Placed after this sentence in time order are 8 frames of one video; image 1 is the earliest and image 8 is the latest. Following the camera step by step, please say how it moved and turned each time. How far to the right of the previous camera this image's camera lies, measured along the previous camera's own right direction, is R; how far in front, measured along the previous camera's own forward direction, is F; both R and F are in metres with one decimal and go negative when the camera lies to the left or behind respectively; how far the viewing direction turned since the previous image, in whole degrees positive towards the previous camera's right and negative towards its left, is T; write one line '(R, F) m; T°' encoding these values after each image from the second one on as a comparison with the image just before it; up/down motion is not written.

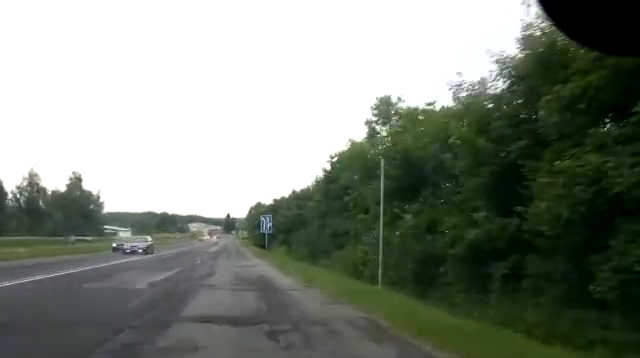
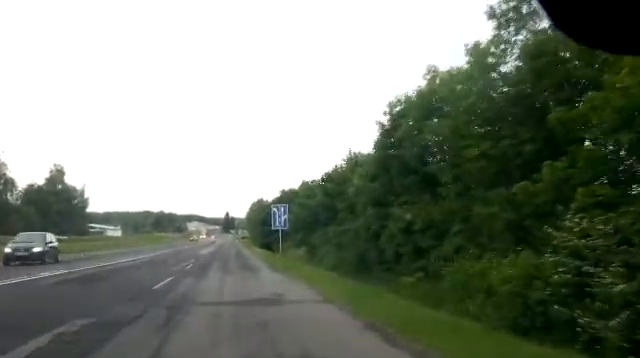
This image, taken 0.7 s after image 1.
(-0.1, +13.5) m; 0°
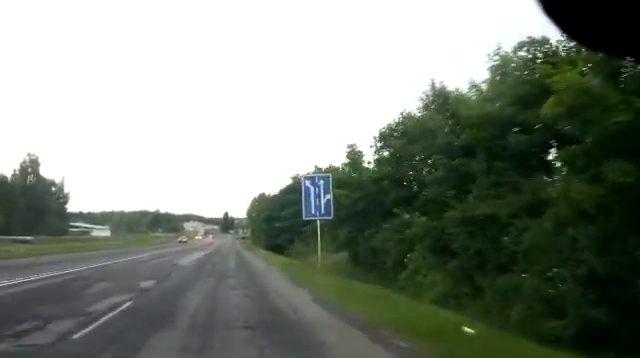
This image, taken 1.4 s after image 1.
(0.0, +14.2) m; +1°
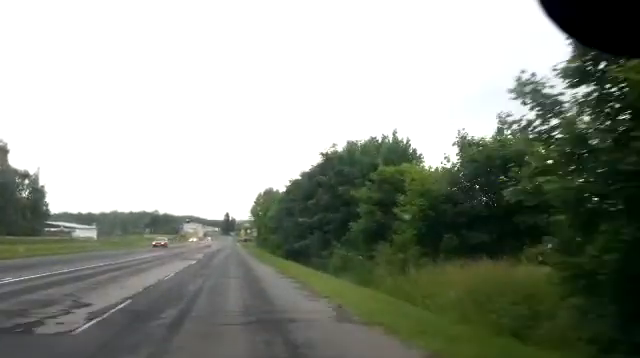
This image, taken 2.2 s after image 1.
(+0.1, +16.3) m; 0°
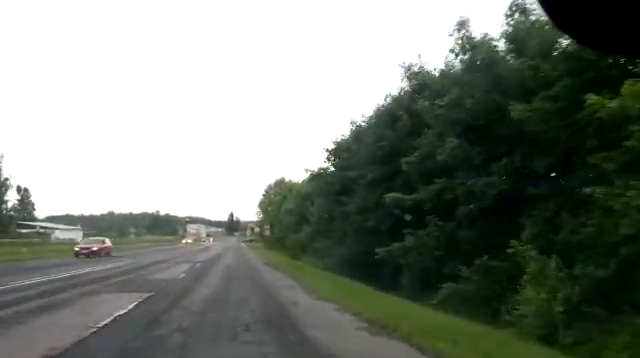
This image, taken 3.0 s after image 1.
(+0.1, +17.7) m; 0°
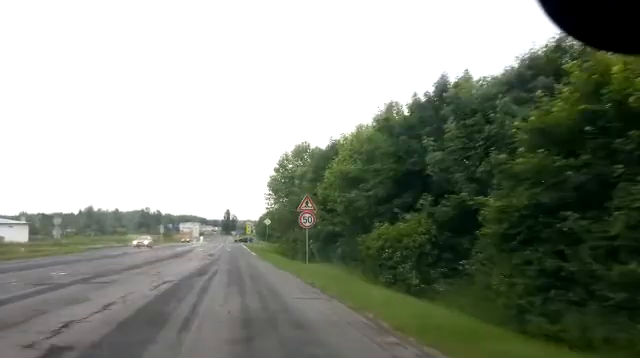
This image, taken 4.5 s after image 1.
(-0.3, +29.8) m; -1°
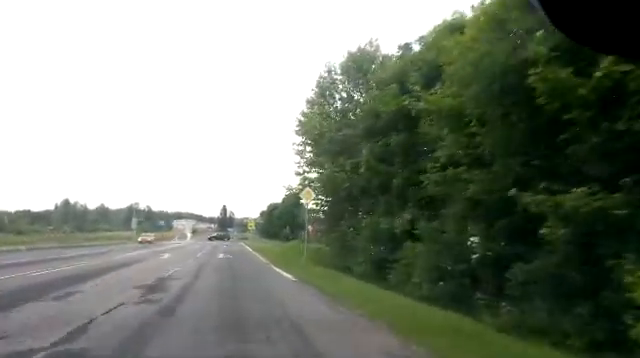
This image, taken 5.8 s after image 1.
(+0.1, +26.7) m; +1°
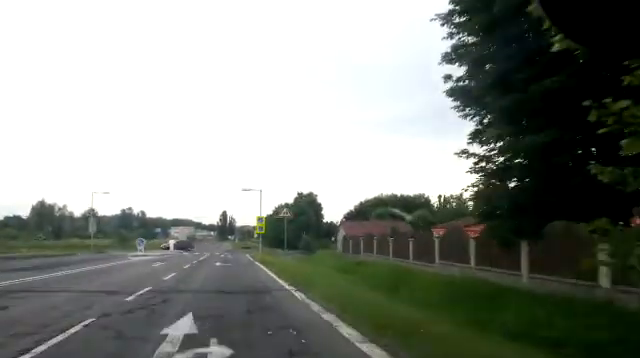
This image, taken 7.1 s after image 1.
(+0.1, +24.4) m; 0°
